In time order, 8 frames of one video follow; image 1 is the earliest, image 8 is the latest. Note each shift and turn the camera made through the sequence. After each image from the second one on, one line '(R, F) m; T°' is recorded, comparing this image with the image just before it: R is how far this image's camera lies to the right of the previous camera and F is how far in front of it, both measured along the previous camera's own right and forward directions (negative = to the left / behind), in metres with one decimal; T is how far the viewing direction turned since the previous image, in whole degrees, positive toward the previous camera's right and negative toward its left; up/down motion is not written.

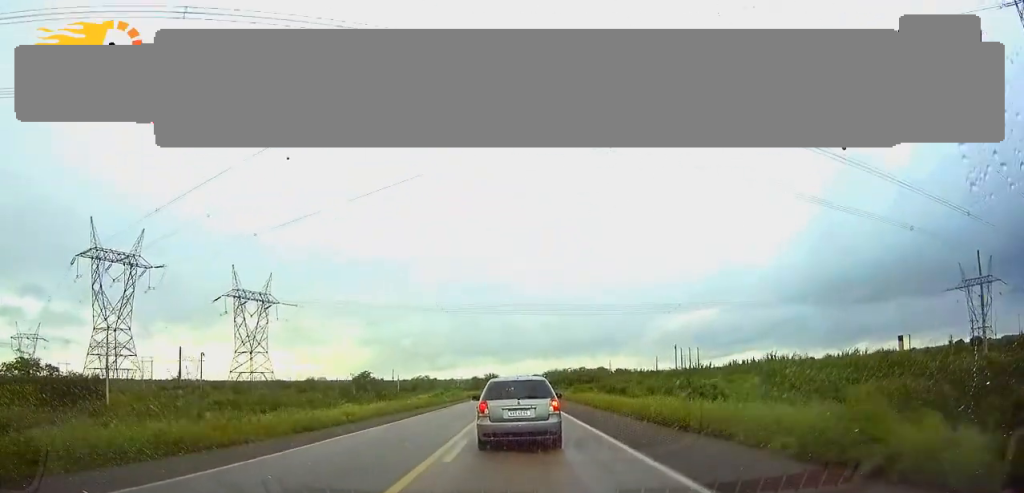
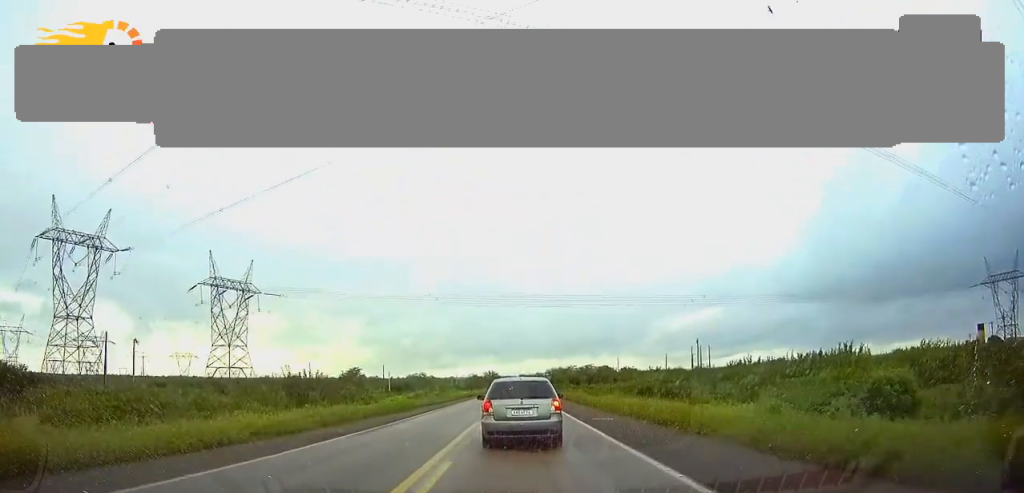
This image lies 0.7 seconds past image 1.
(0.0, +16.7) m; 0°
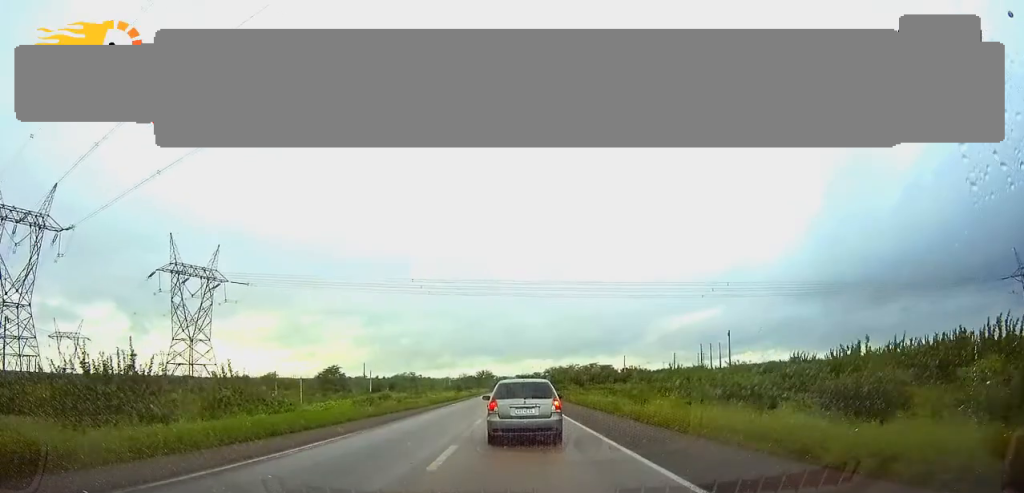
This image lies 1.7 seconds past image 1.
(0.0, +21.0) m; 0°
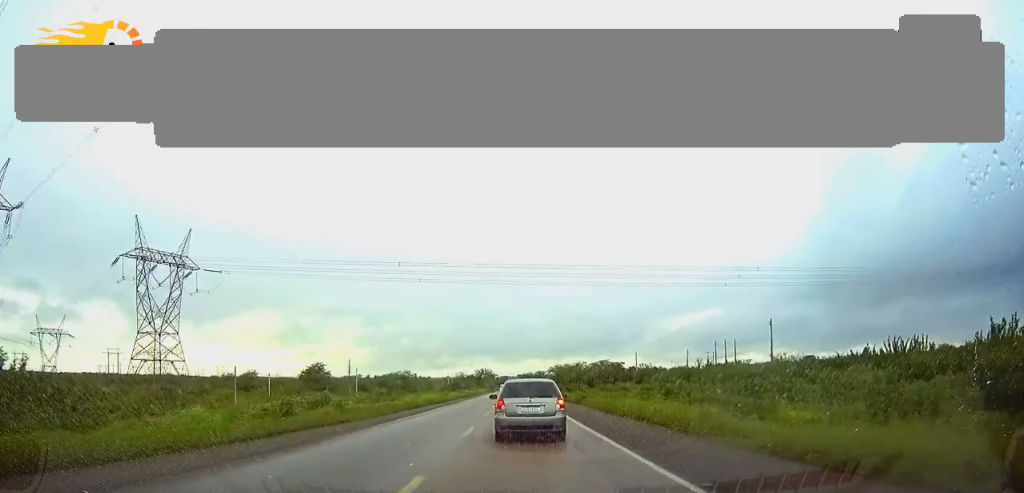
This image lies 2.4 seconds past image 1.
(0.0, +17.3) m; 0°
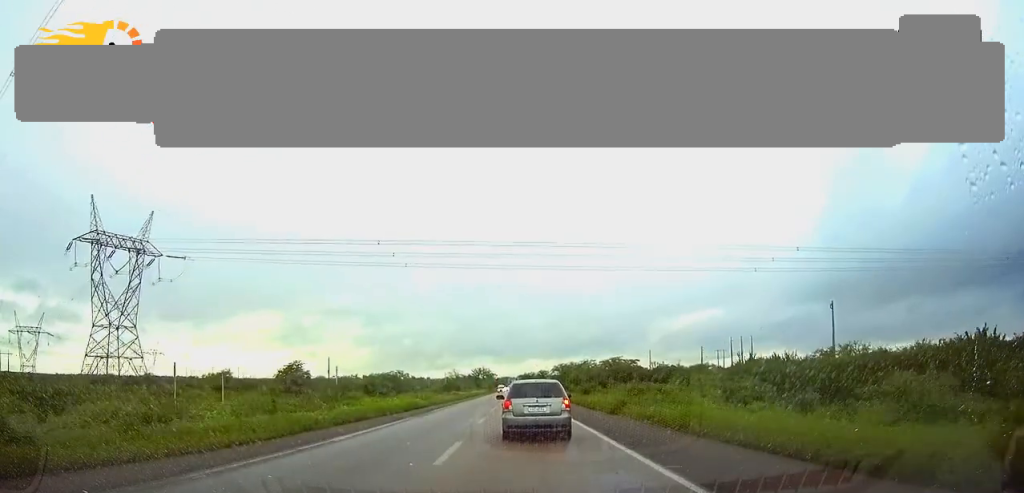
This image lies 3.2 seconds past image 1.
(0.0, +18.2) m; 0°
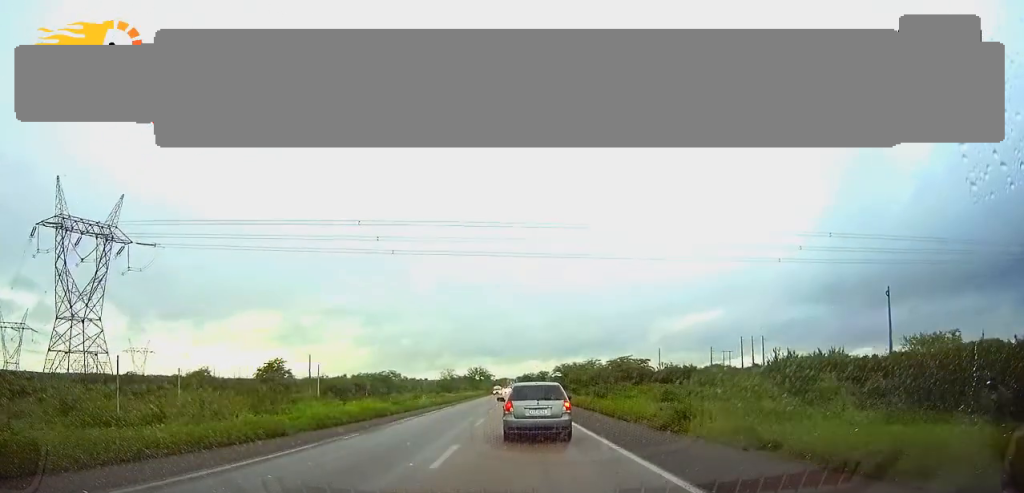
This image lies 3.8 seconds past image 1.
(0.0, +12.3) m; 0°
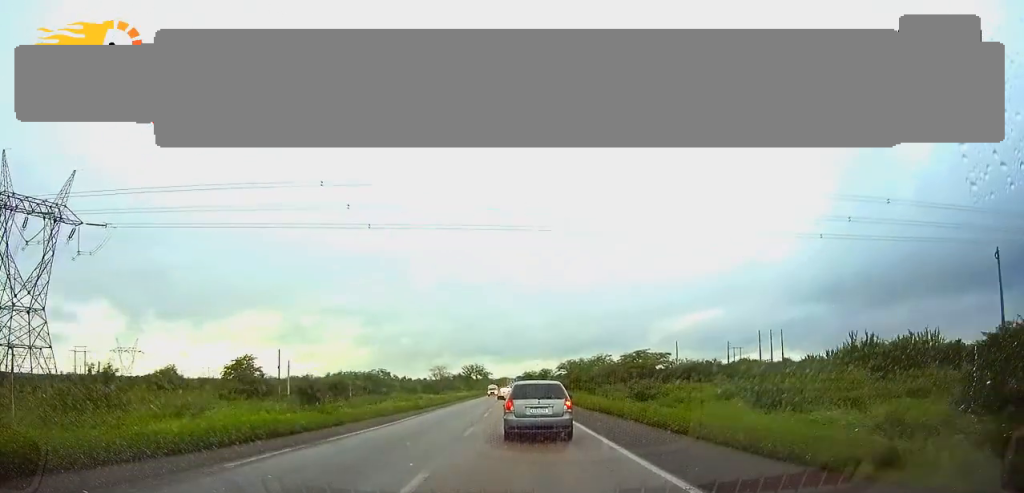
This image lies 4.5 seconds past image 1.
(0.0, +17.1) m; 0°
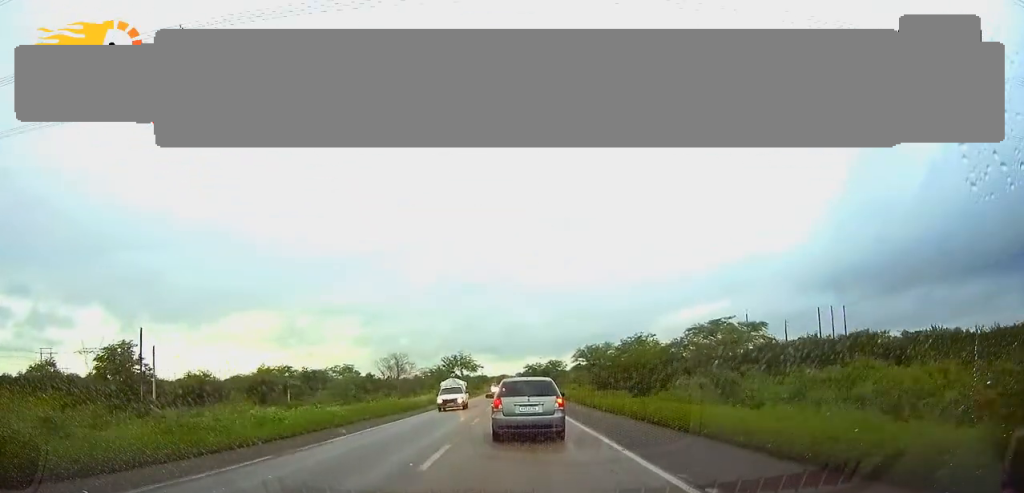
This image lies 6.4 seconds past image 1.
(-0.1, +44.0) m; 0°
